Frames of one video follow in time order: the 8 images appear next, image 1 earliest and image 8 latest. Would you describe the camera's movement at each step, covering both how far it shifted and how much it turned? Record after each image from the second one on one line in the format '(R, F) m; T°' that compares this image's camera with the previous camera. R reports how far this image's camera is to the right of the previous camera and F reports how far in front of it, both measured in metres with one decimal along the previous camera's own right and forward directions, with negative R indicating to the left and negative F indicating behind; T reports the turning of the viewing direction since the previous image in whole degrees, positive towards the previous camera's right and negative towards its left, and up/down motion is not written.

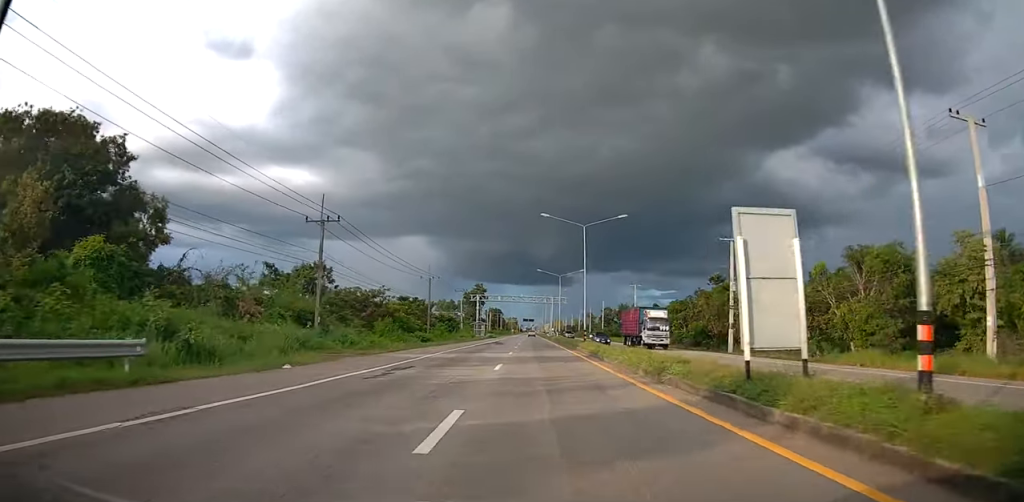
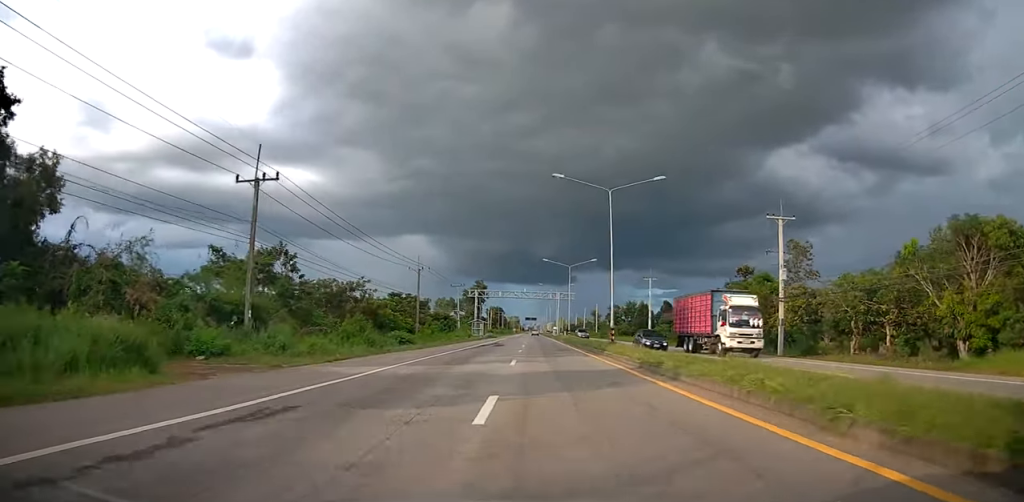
(0.0, +10.5) m; -1°
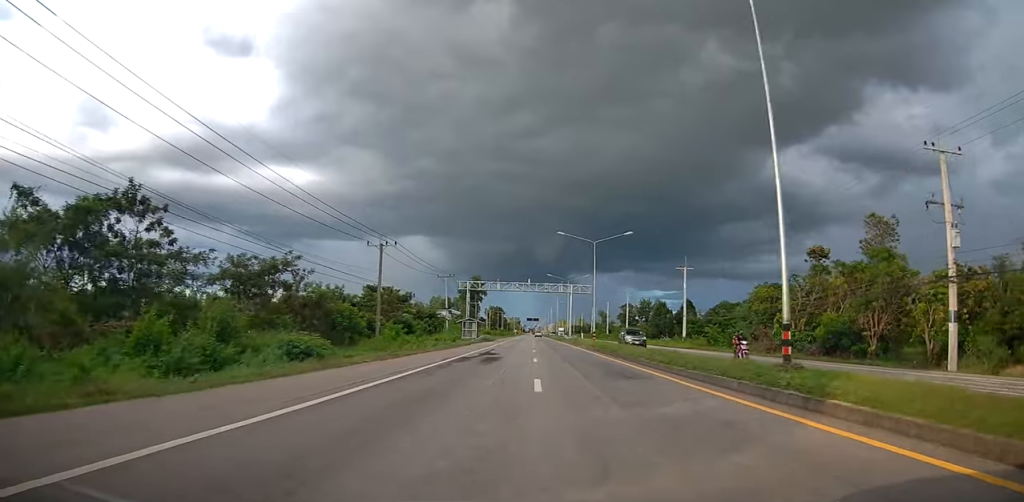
(-0.1, +19.8) m; -2°
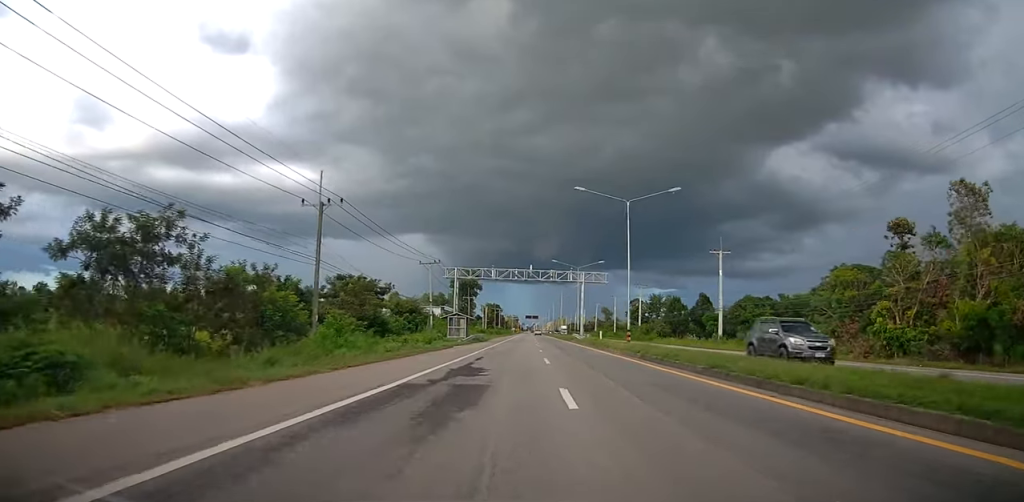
(-0.5, +14.7) m; 0°
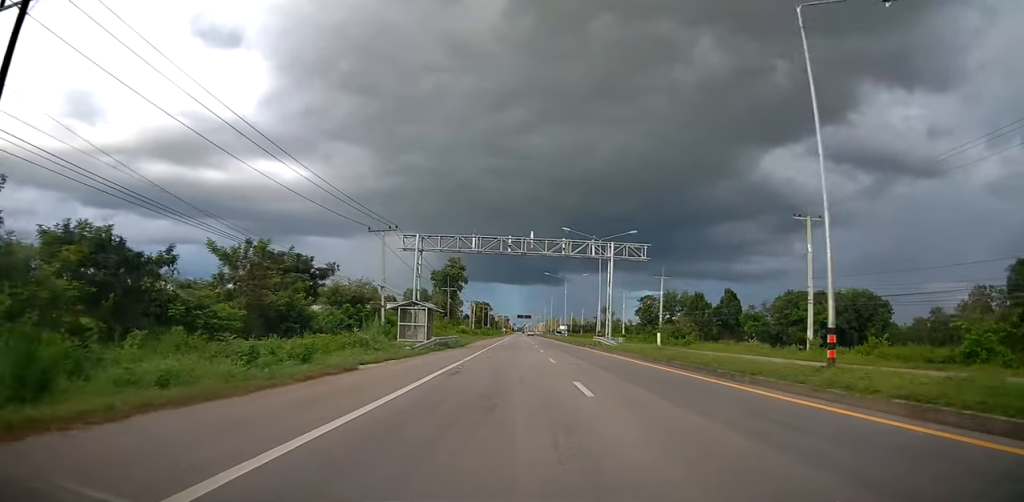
(+0.6, +22.3) m; +2°
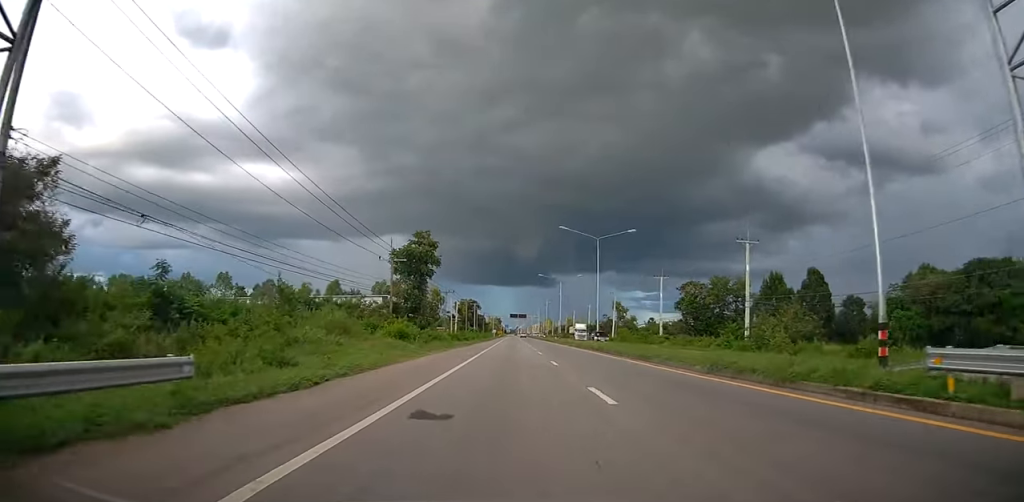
(+0.1, +37.5) m; +2°
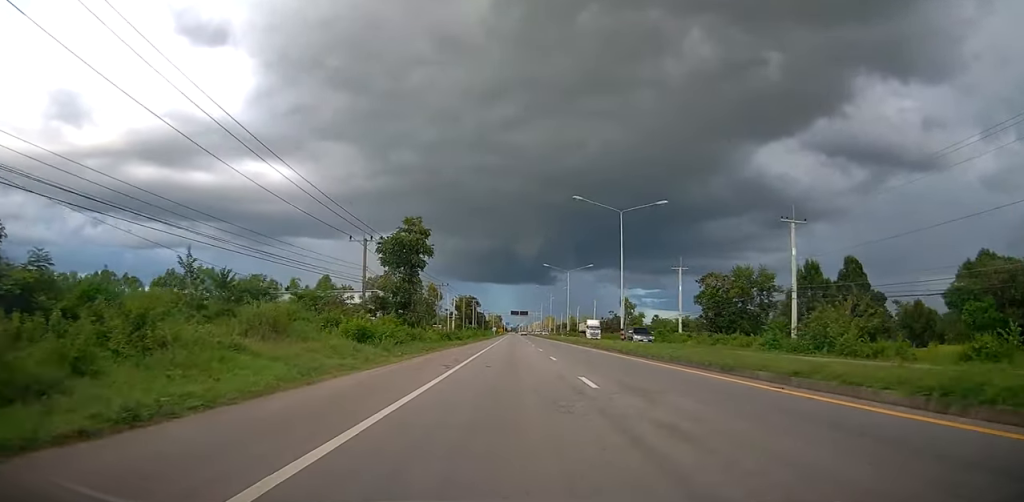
(-0.1, +9.7) m; +1°
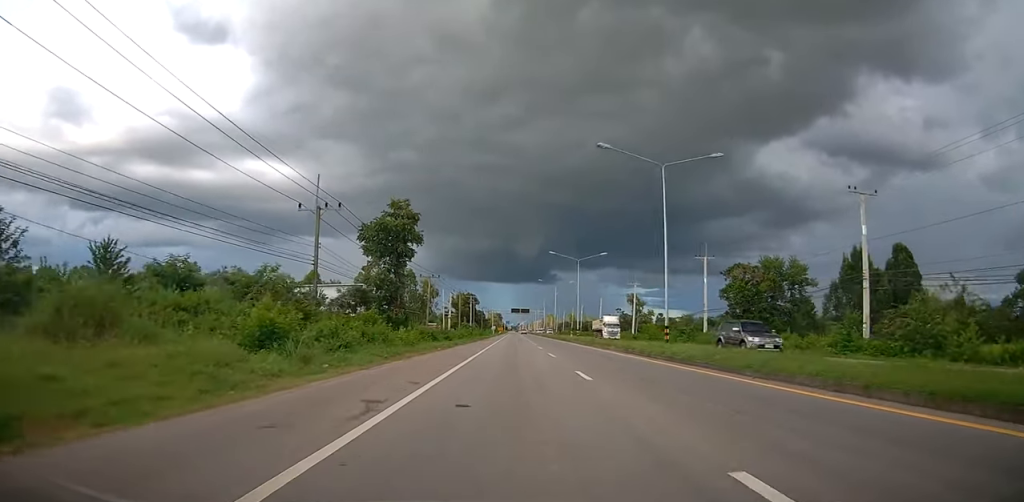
(+0.4, +10.8) m; 0°
